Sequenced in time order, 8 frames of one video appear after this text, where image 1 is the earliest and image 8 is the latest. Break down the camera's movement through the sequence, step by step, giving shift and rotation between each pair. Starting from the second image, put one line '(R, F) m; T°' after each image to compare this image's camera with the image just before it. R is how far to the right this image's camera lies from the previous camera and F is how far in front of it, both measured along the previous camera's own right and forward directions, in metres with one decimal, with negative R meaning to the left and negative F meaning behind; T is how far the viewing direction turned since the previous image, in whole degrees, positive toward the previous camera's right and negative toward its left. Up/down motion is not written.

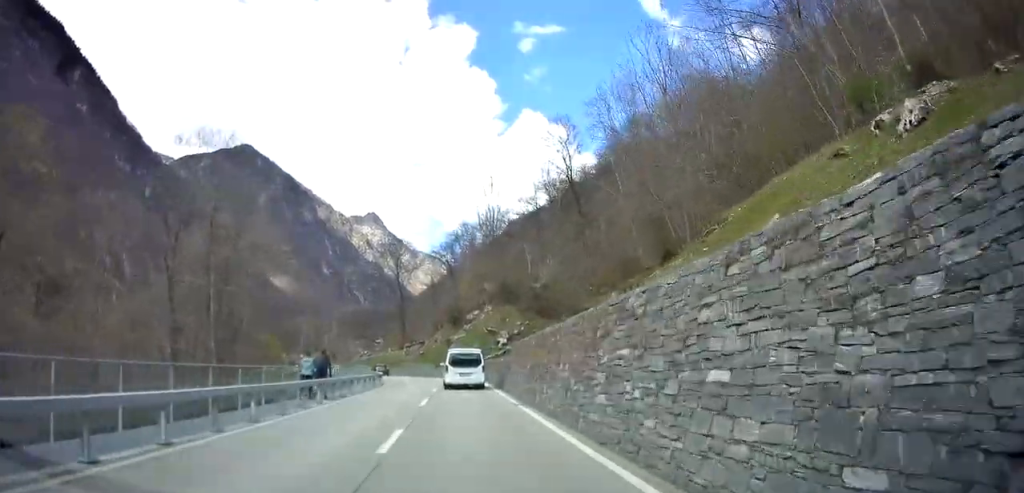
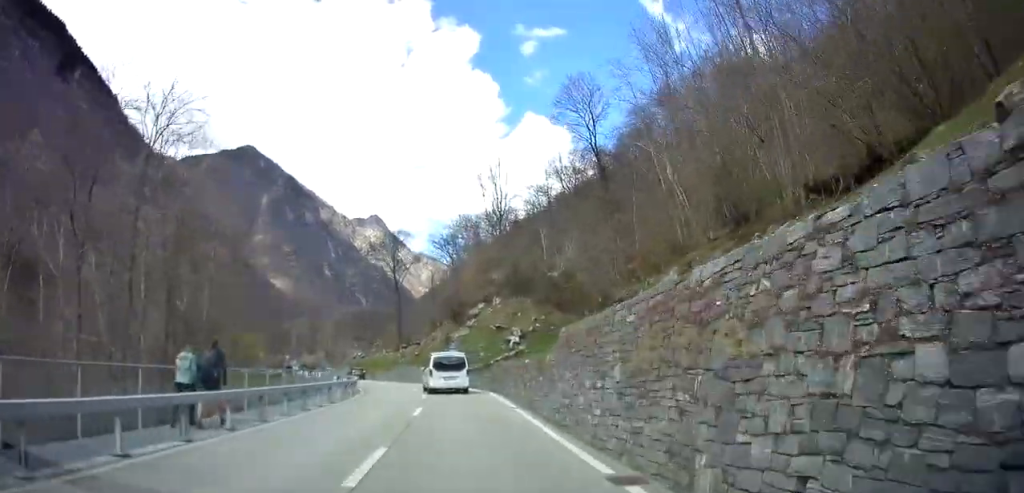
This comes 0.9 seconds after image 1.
(+0.4, +11.4) m; +2°
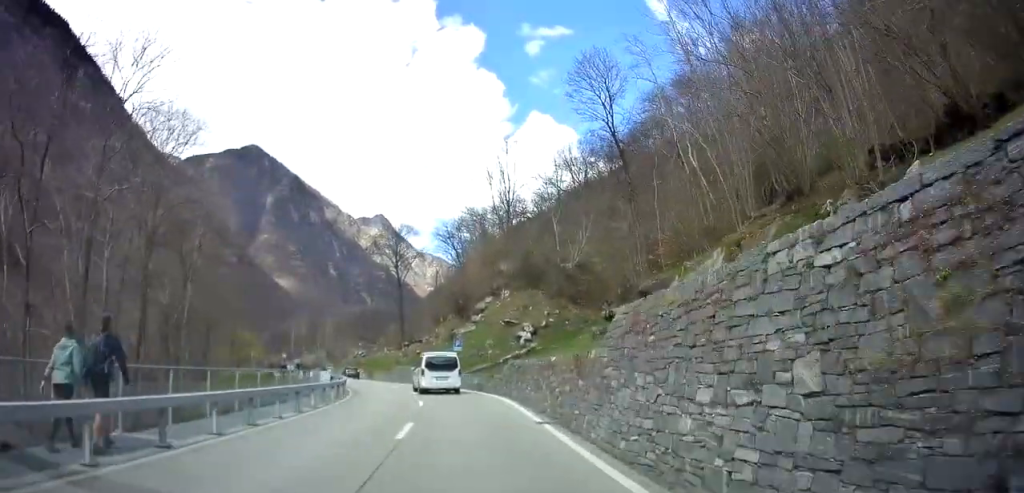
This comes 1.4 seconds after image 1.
(0.0, +5.1) m; -1°
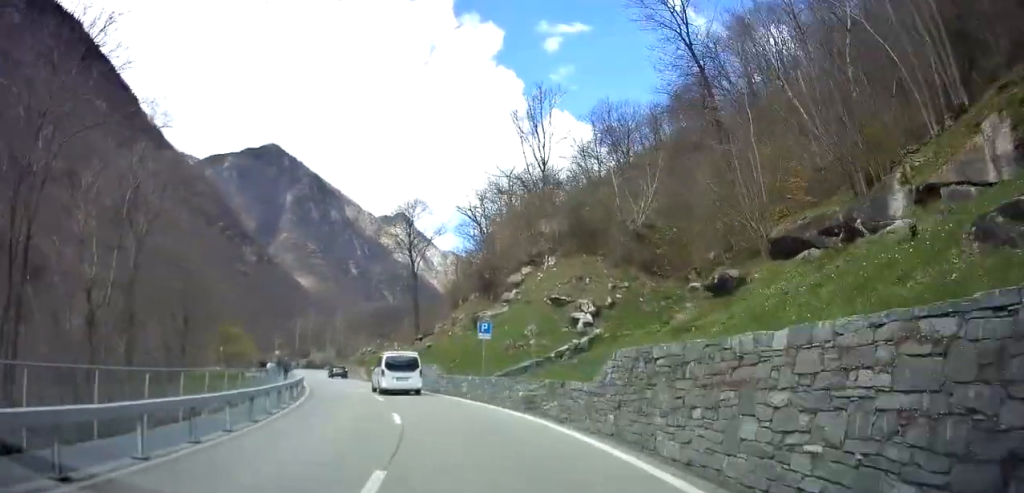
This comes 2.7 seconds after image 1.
(-0.2, +15.1) m; -4°
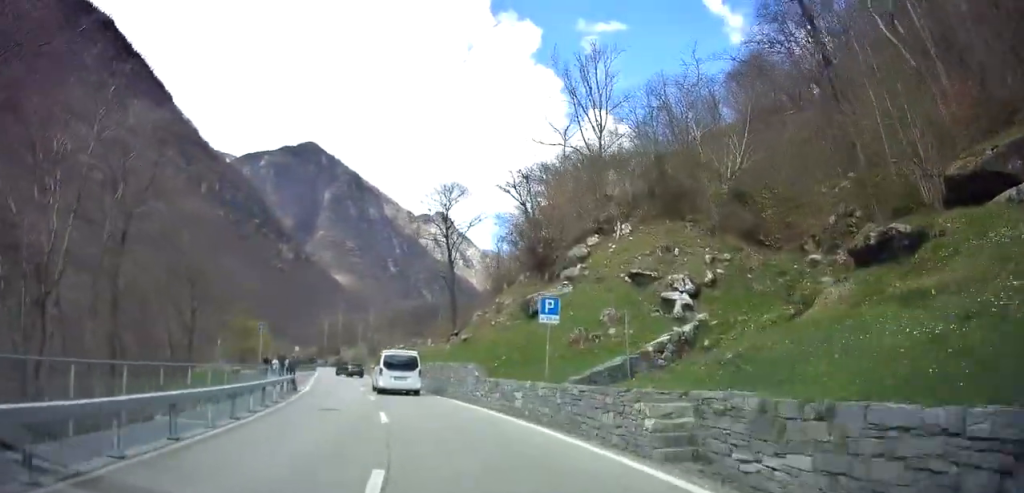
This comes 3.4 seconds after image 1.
(-0.3, +8.6) m; -3°
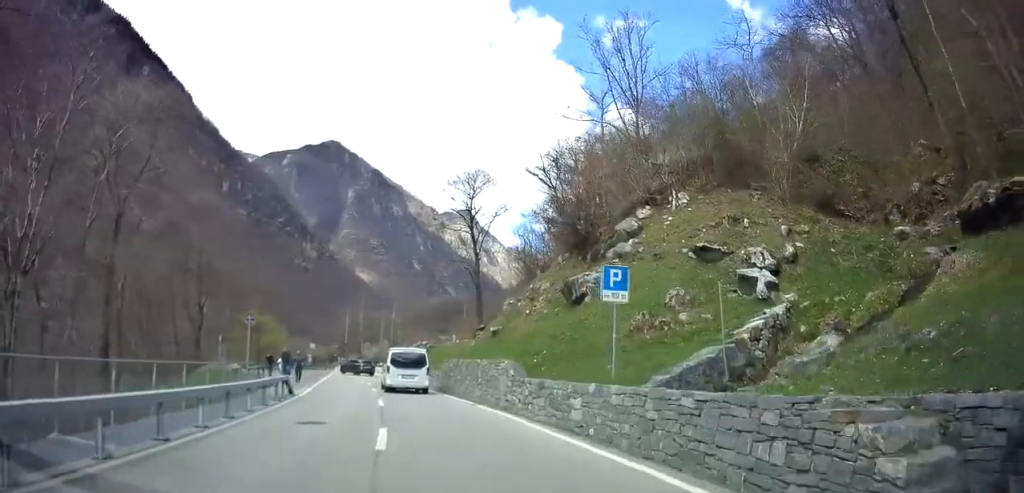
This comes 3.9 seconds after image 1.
(0.0, +4.8) m; -2°
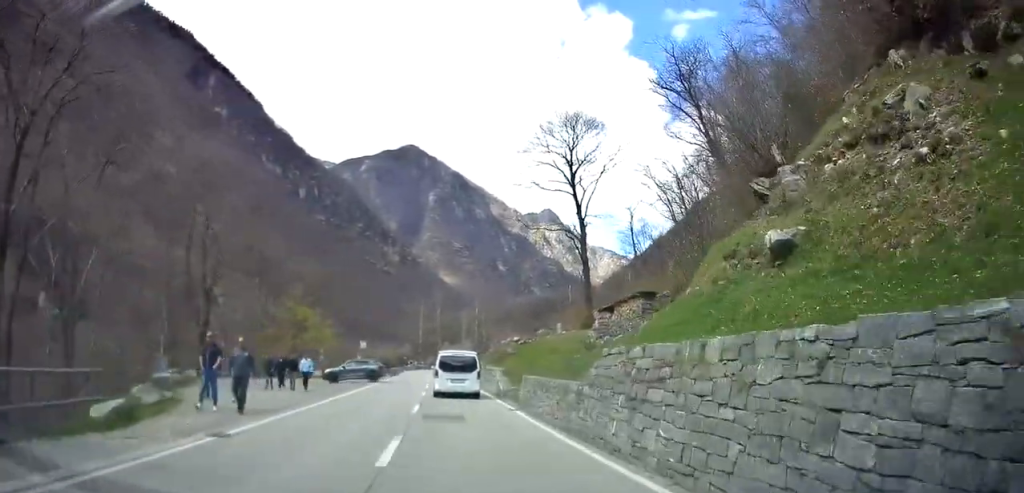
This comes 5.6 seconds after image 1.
(-1.4, +19.0) m; -8°
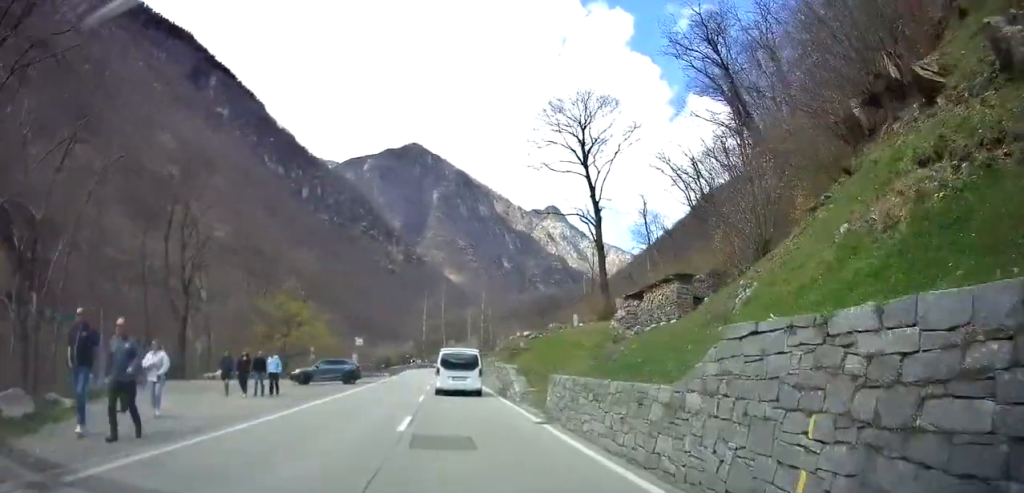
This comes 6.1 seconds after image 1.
(-0.1, +5.2) m; -2°
